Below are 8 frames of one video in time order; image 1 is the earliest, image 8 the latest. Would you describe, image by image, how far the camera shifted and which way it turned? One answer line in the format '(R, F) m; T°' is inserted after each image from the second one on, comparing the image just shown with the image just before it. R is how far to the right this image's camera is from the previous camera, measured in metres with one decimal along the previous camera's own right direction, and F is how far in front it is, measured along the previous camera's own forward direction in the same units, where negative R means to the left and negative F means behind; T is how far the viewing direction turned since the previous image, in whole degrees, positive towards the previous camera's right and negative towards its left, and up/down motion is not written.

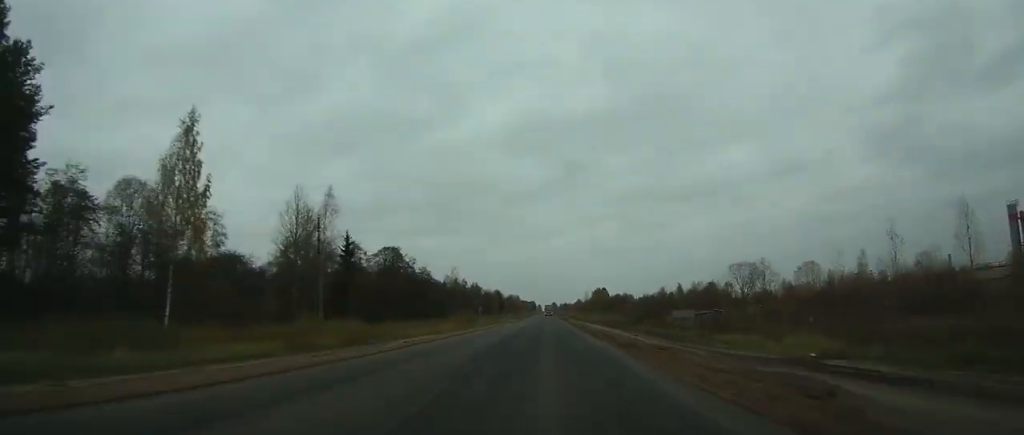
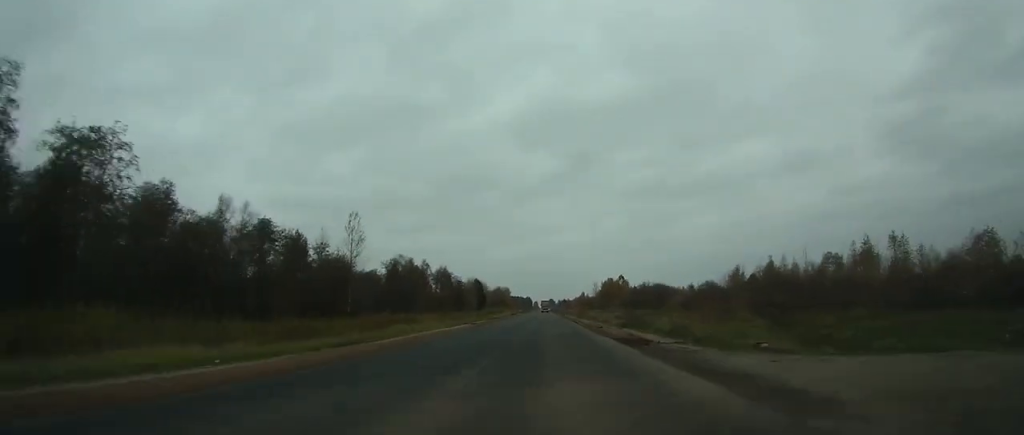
(-0.2, +89.2) m; 0°
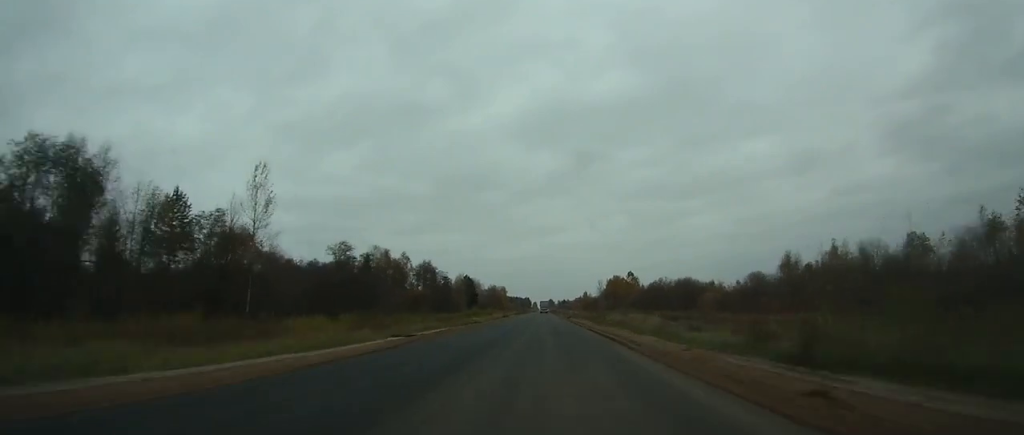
(0.0, +29.0) m; 0°
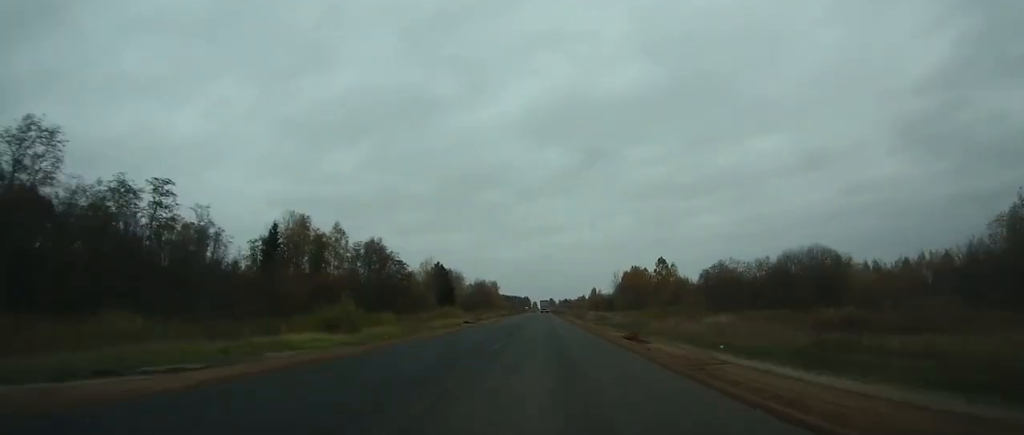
(0.0, +63.2) m; 0°
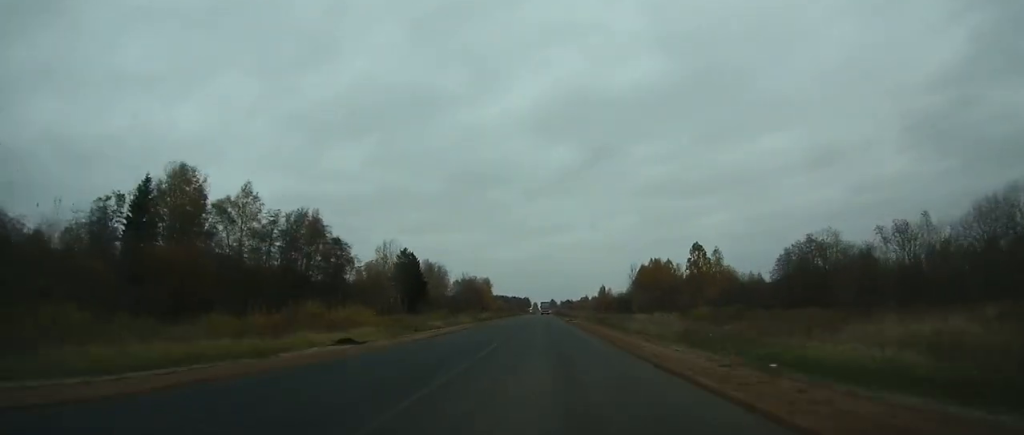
(+0.1, +41.5) m; 0°
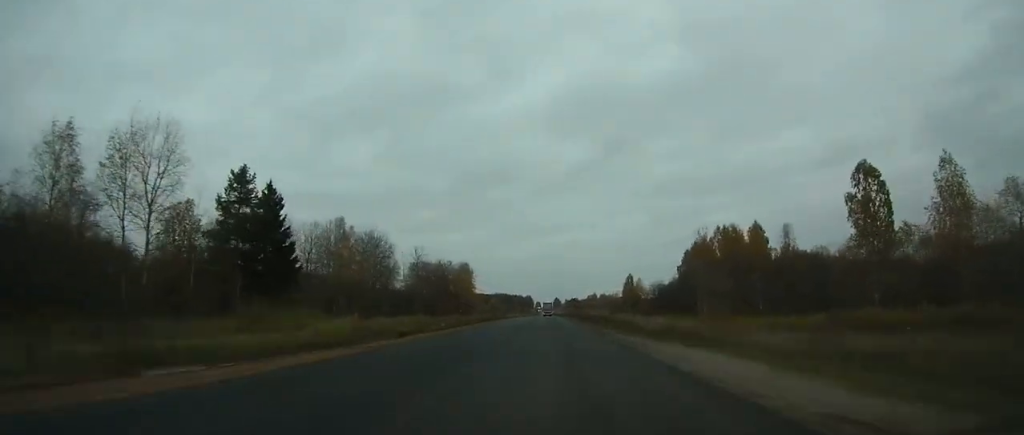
(-0.2, +72.2) m; 0°
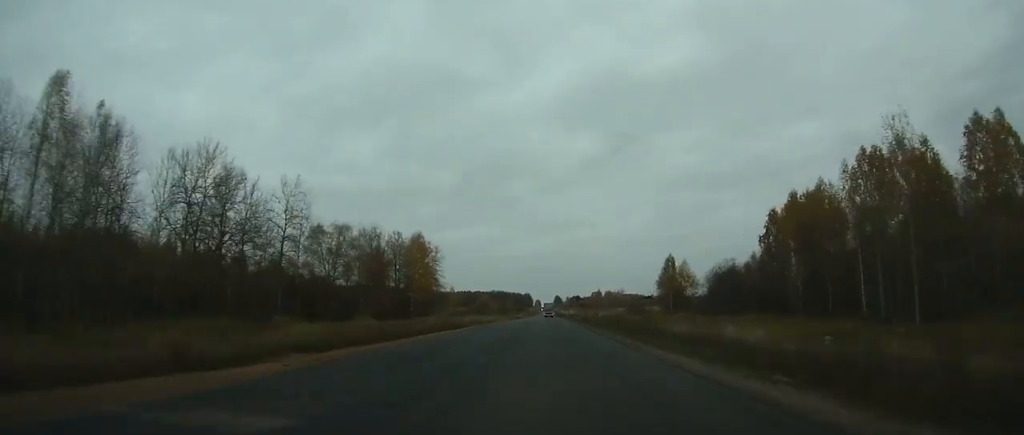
(0.0, +57.4) m; 0°
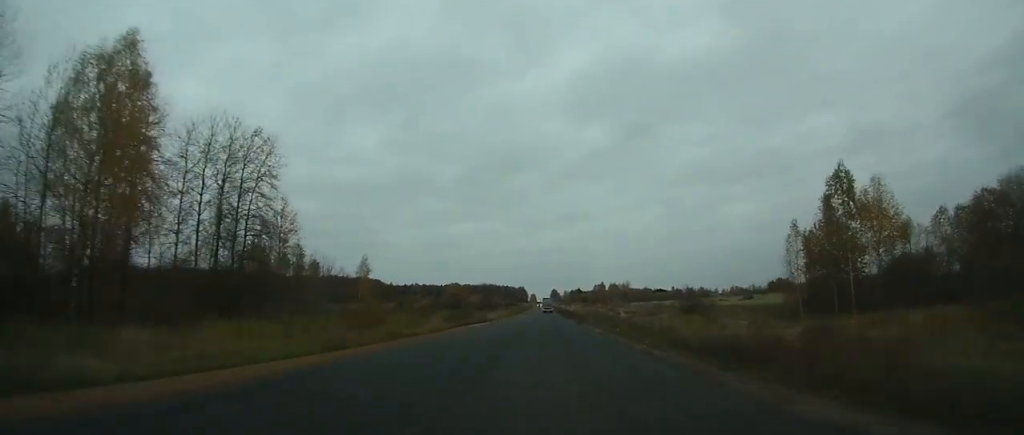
(+0.3, +75.8) m; 0°
